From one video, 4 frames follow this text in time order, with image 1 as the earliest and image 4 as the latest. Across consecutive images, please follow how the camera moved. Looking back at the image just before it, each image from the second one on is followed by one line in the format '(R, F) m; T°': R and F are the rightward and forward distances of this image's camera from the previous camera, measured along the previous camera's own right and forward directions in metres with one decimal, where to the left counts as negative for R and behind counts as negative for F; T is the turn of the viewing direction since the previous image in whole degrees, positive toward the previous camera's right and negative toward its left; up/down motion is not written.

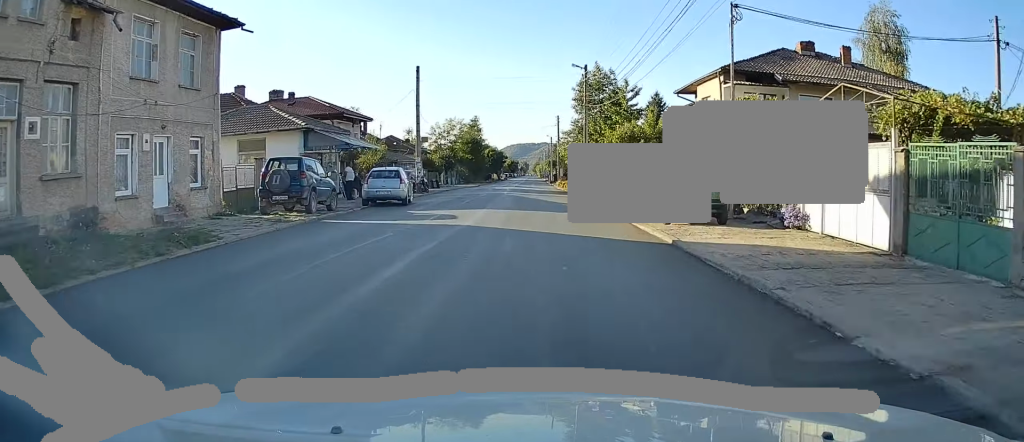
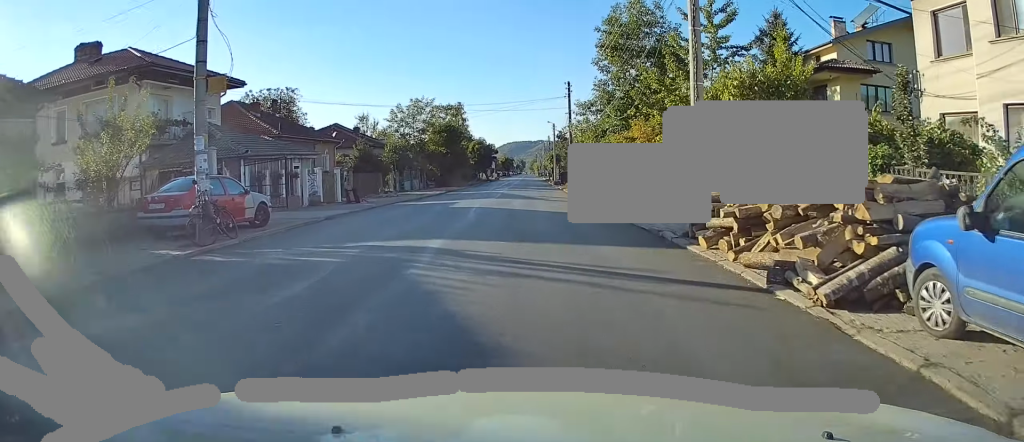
(-0.1, +27.4) m; 0°
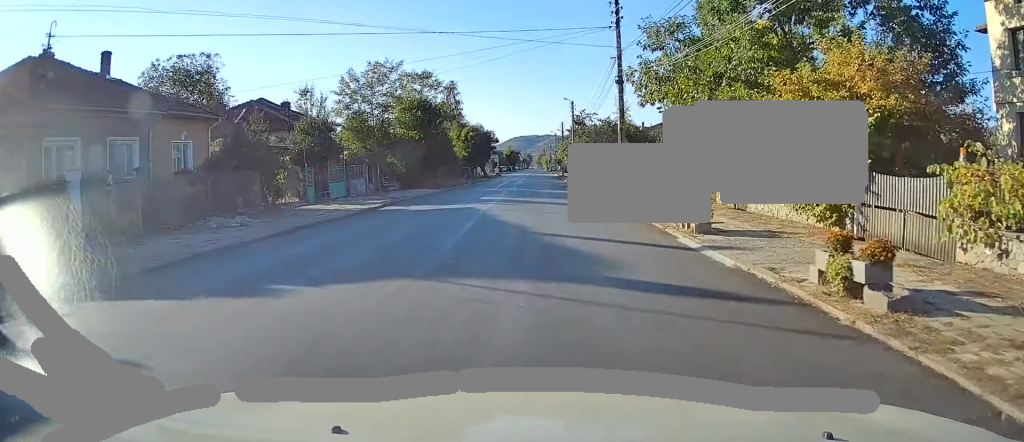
(+0.2, +23.2) m; -1°
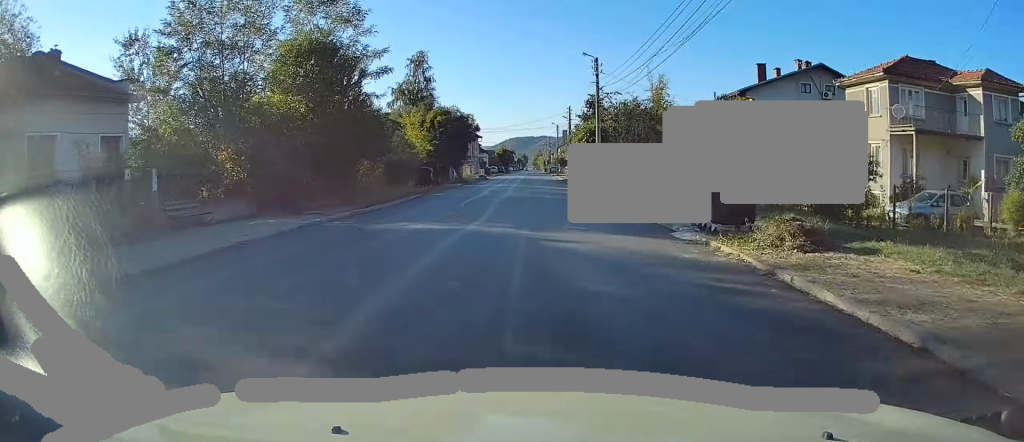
(-0.3, +25.6) m; +1°
